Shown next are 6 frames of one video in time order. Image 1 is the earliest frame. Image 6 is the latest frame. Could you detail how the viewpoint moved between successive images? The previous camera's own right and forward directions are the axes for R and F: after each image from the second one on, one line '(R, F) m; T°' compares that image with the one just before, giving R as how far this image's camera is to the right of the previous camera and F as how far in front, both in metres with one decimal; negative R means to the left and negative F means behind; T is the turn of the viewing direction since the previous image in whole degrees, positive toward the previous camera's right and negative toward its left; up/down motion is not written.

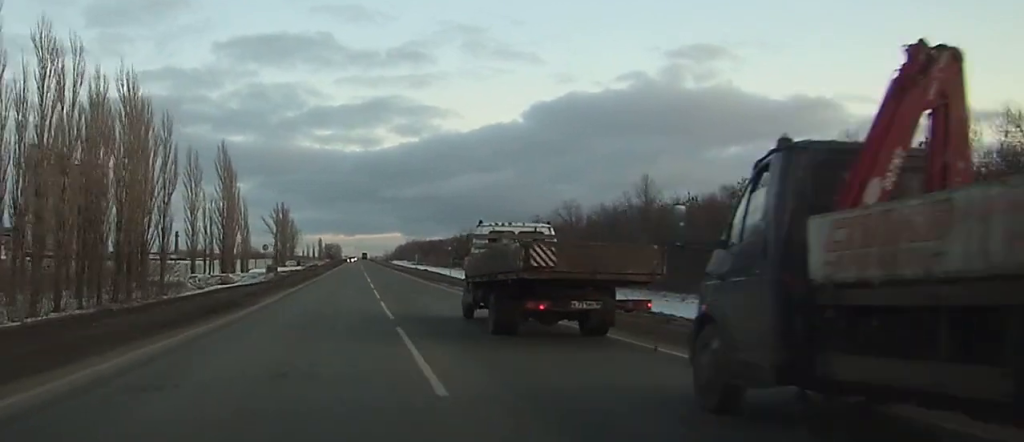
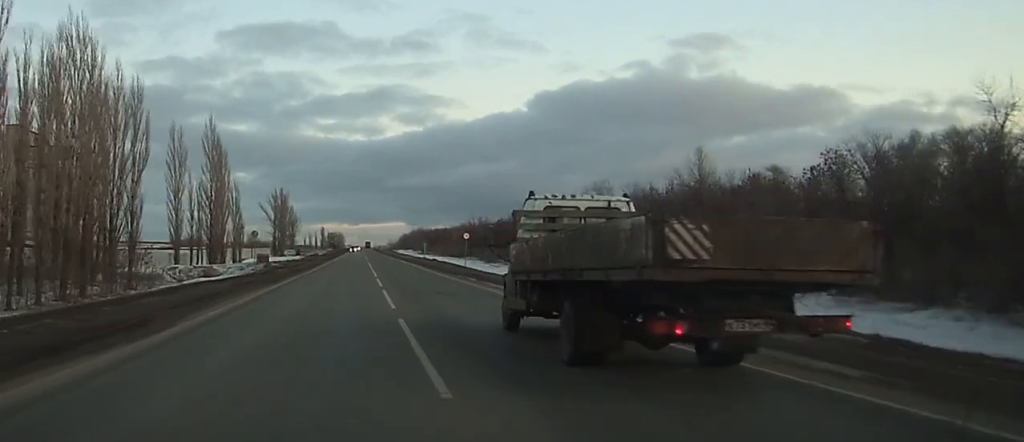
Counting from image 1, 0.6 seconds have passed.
(+0.1, +11.8) m; 0°
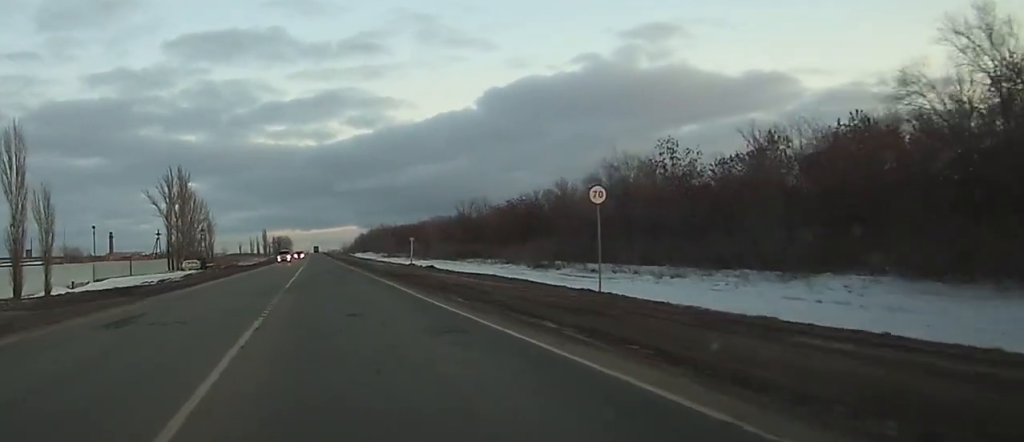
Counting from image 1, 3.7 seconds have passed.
(+0.1, +65.2) m; +1°
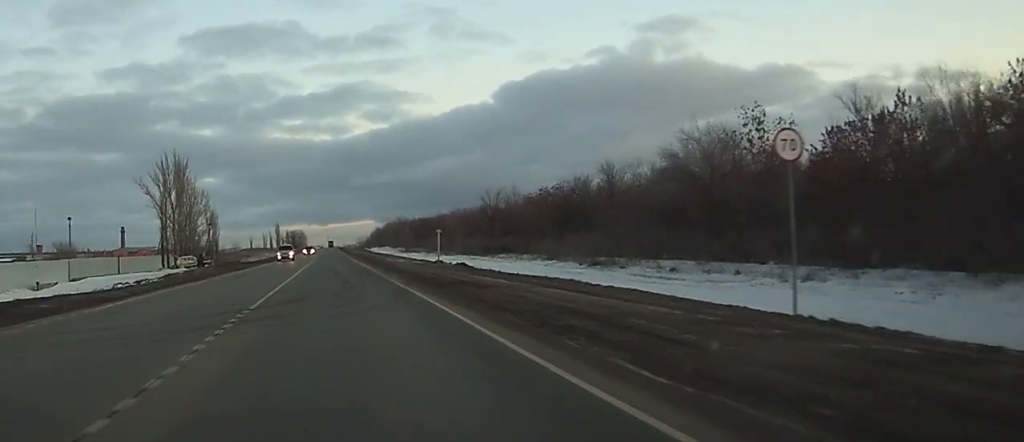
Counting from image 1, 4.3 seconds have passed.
(+0.1, +13.7) m; +1°
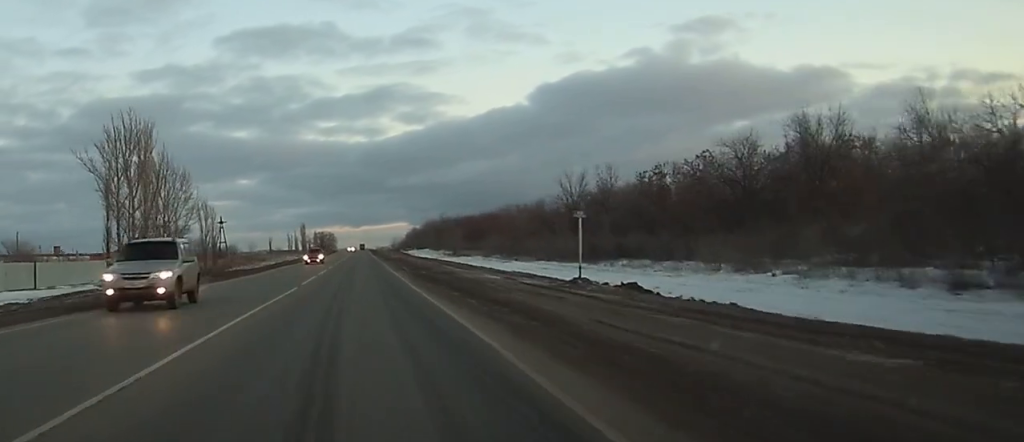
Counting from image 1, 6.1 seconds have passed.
(0.0, +37.7) m; -1°
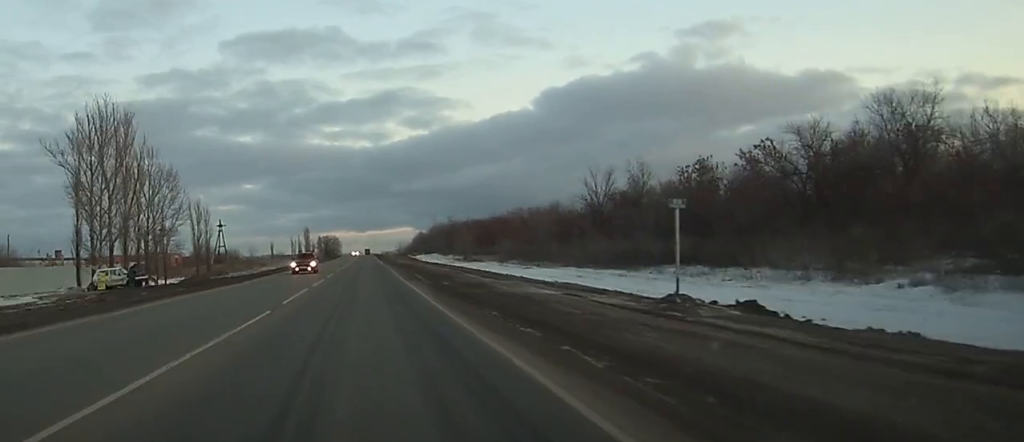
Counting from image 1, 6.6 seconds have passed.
(-0.1, +9.7) m; 0°
